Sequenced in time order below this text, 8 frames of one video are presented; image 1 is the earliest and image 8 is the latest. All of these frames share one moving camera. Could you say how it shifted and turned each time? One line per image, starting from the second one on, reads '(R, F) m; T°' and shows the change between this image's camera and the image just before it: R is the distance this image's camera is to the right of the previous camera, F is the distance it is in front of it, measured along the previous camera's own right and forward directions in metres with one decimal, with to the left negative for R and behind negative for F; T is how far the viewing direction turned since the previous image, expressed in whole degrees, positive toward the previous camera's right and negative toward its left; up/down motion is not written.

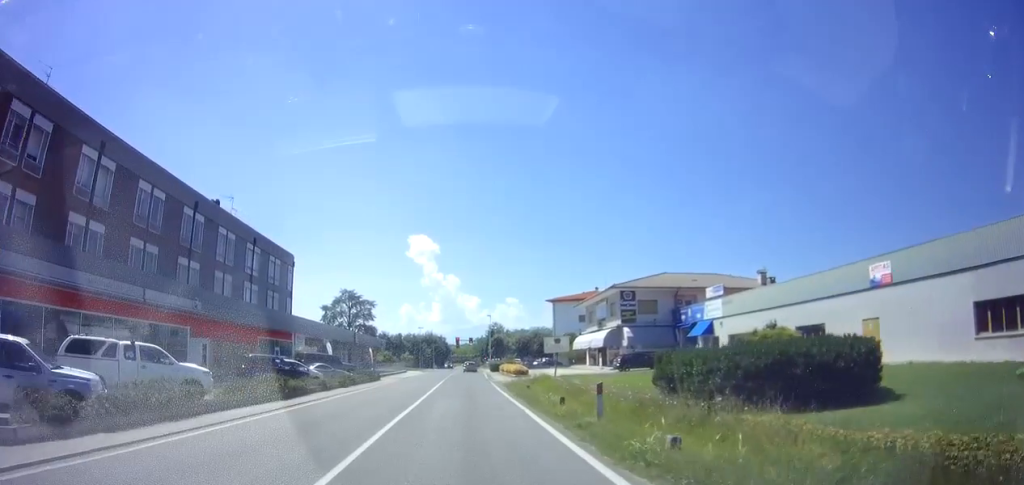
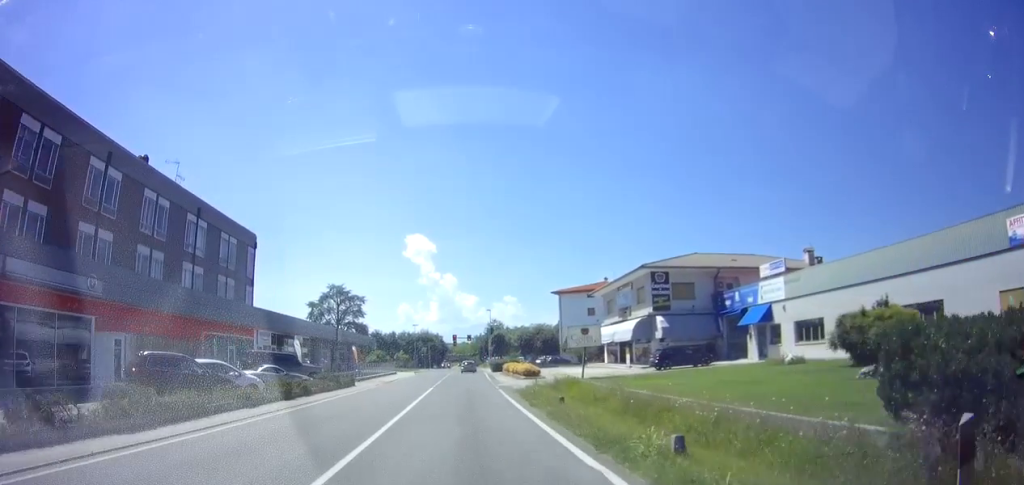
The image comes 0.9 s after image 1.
(+0.2, +8.8) m; 0°
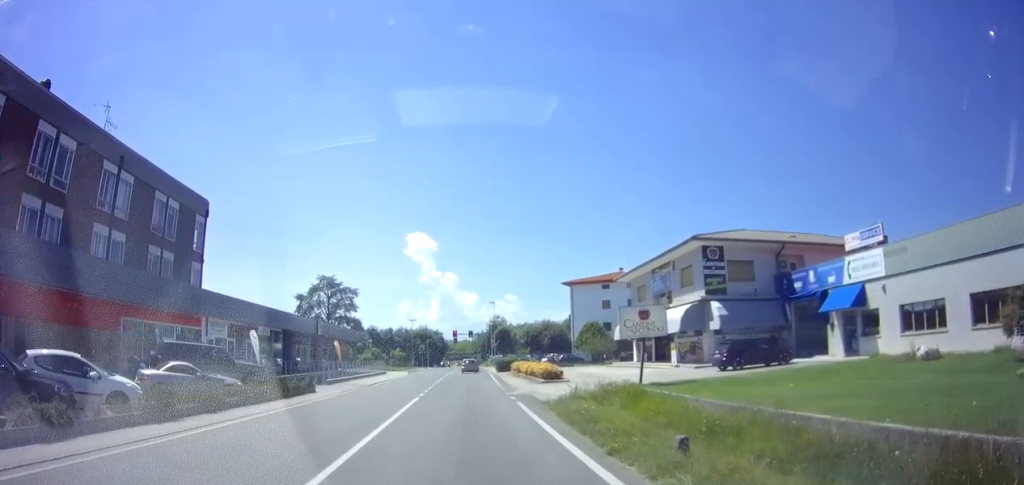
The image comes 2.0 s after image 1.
(-0.2, +8.9) m; -3°
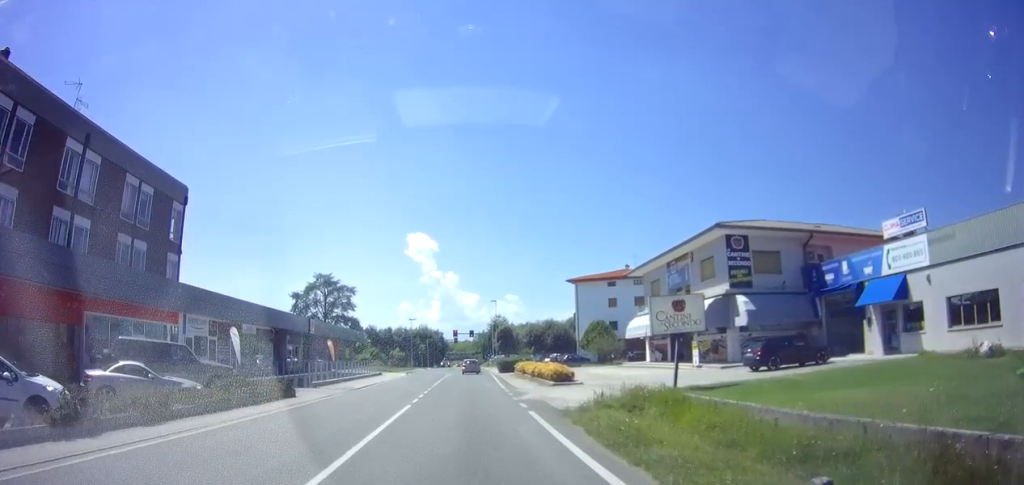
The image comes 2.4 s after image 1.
(-0.1, +3.4) m; -1°
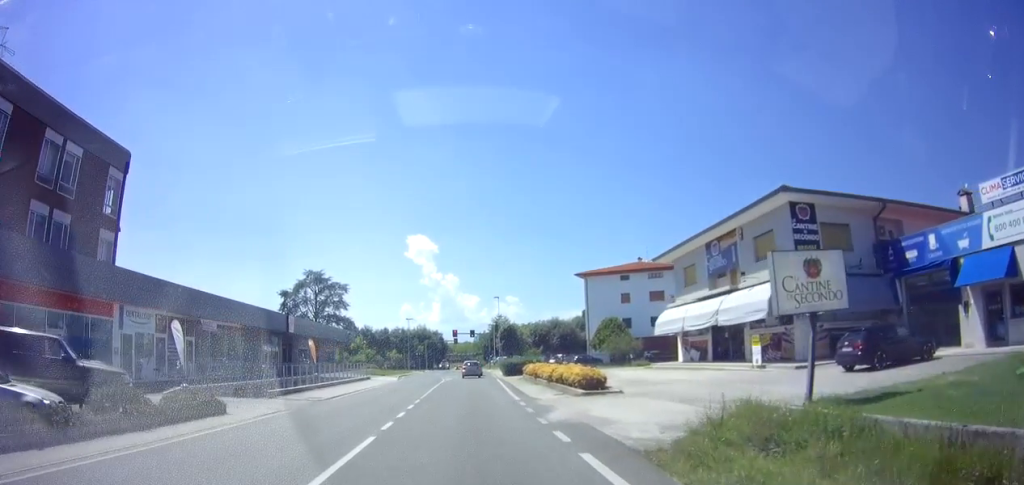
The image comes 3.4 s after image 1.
(0.0, +6.4) m; +4°
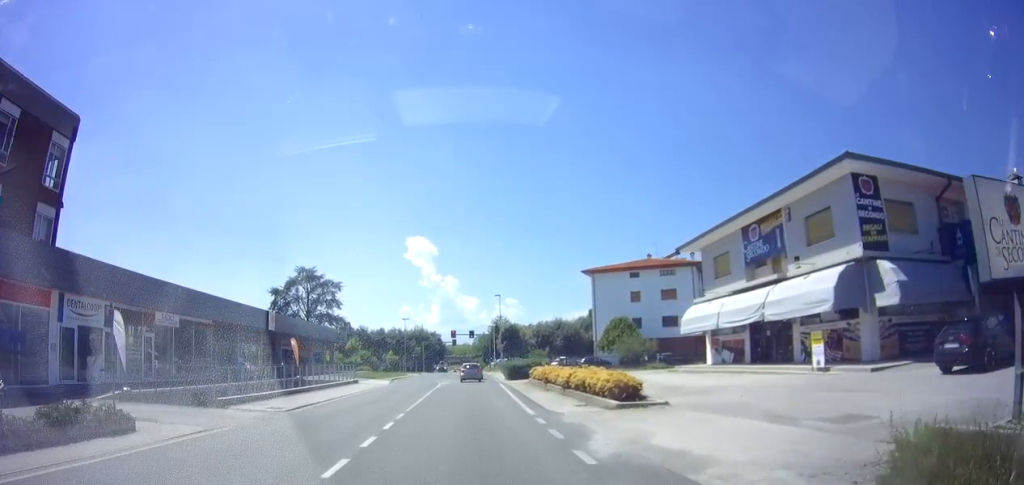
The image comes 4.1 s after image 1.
(+0.3, +4.5) m; 0°
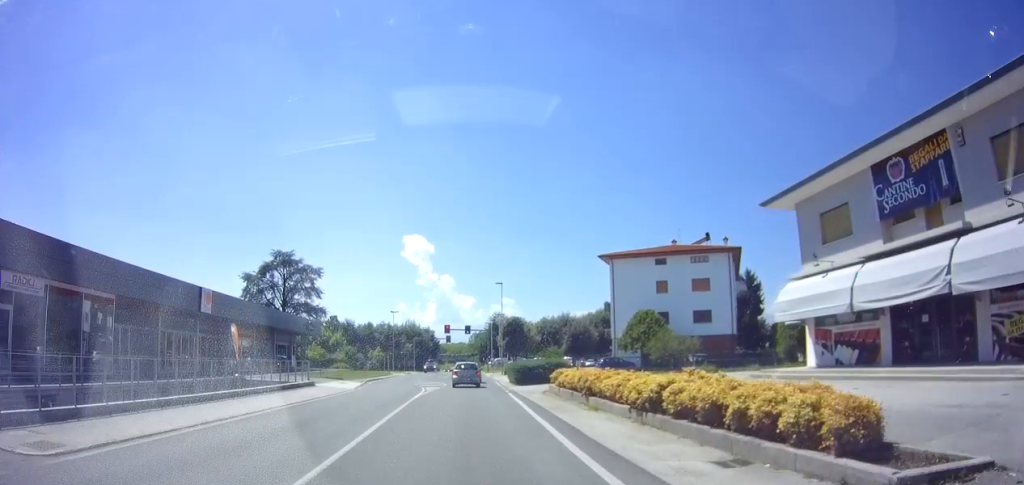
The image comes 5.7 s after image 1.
(-0.1, +10.3) m; +1°
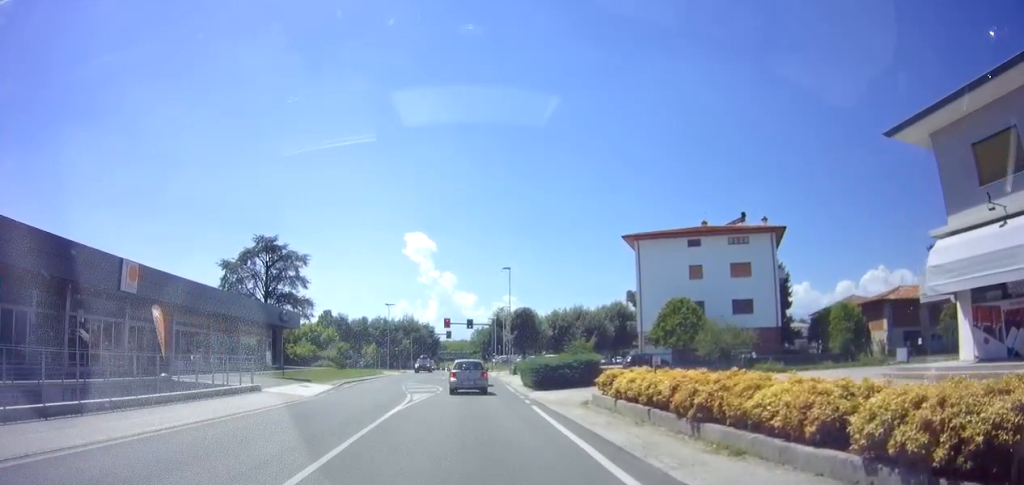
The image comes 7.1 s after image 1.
(+0.1, +8.3) m; 0°
